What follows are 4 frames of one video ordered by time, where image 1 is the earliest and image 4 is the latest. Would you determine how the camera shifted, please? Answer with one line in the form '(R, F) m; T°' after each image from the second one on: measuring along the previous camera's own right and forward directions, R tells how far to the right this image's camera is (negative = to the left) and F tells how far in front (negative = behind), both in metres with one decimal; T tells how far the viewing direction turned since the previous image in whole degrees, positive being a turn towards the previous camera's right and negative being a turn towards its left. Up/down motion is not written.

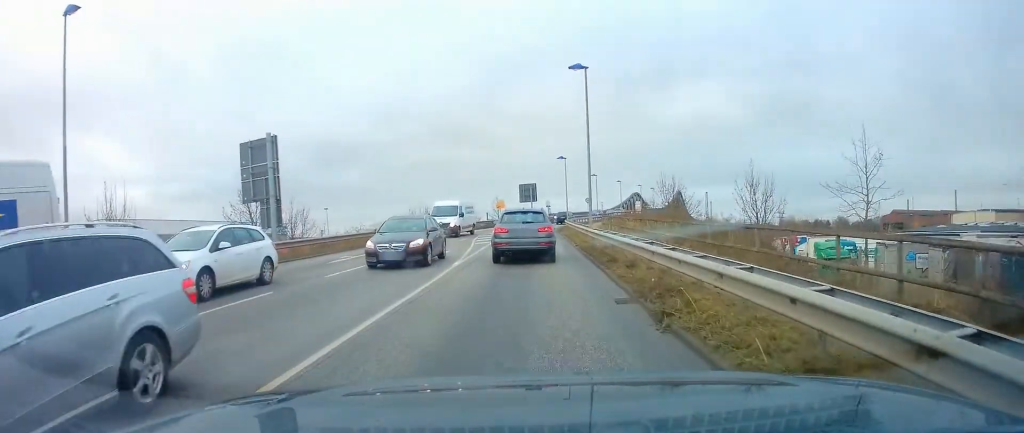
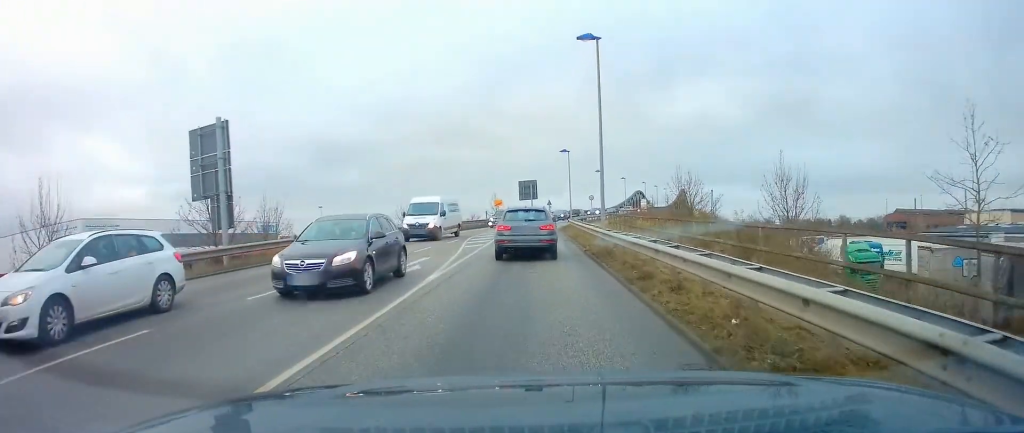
(0.0, +4.2) m; 0°
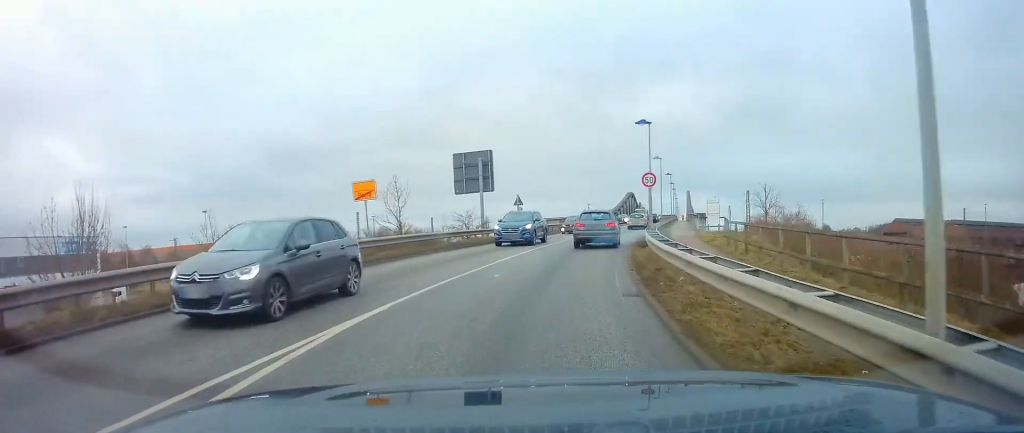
(+0.9, +42.6) m; +6°
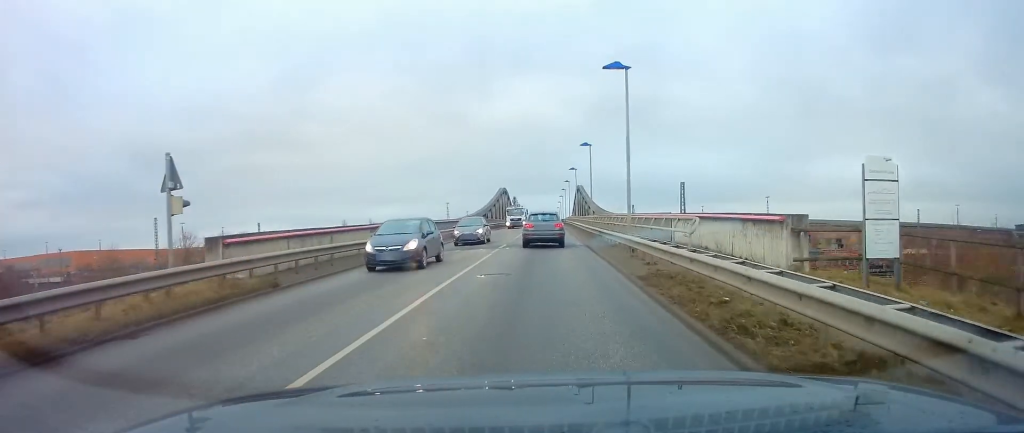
(+2.5, +29.8) m; +11°
